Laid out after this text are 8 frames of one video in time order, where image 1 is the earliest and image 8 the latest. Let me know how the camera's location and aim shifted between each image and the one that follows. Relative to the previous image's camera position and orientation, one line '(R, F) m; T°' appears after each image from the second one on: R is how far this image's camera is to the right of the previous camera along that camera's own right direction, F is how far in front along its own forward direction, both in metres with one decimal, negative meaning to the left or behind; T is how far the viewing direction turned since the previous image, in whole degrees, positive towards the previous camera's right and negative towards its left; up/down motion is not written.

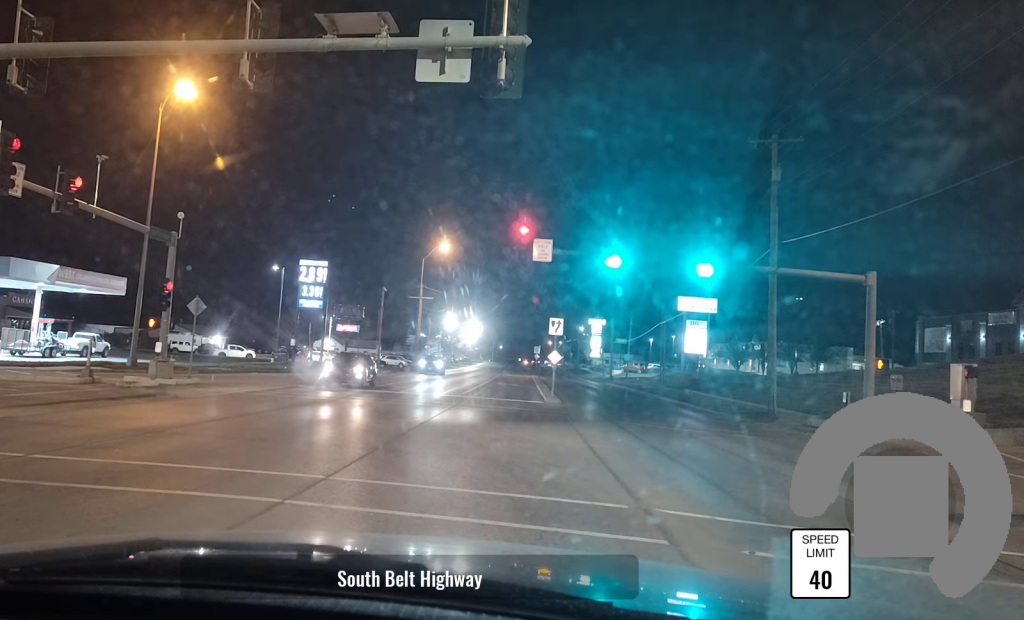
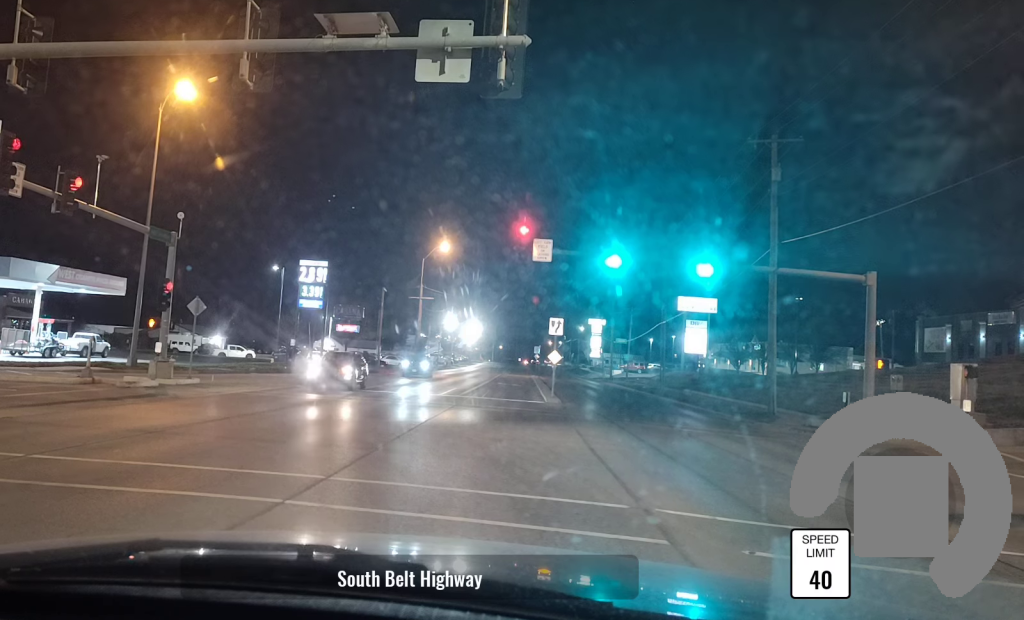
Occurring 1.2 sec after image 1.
(0.0, 0.0) m; 0°
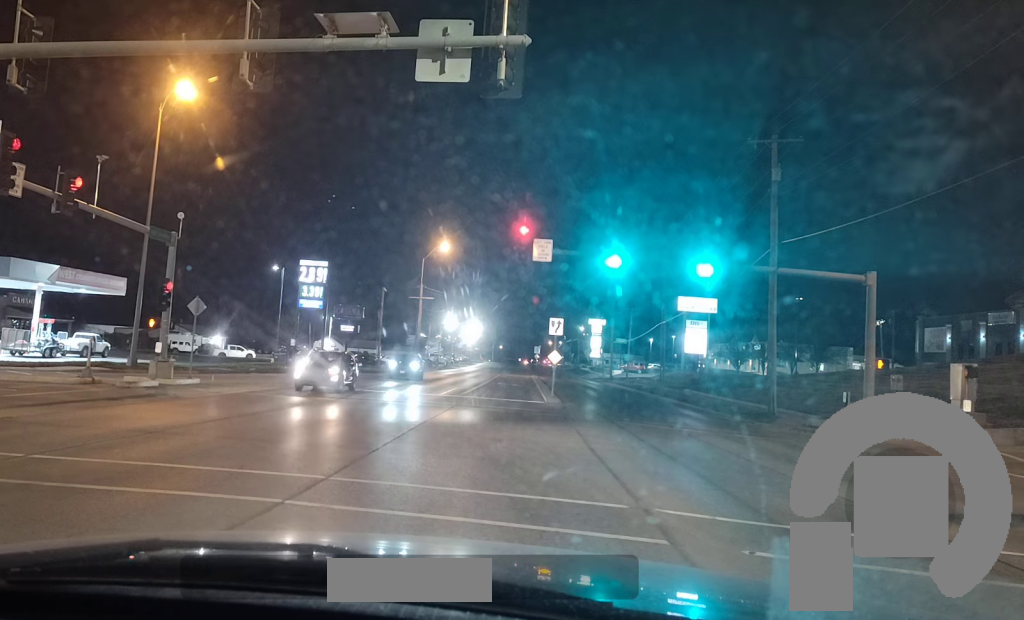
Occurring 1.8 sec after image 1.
(0.0, 0.0) m; 0°
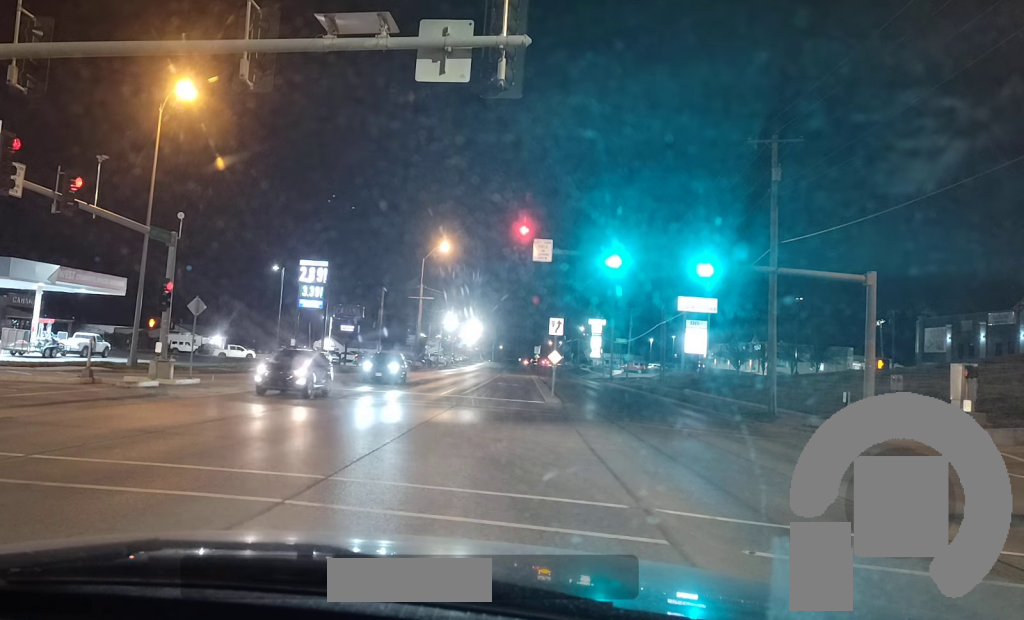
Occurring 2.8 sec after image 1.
(0.0, 0.0) m; 0°
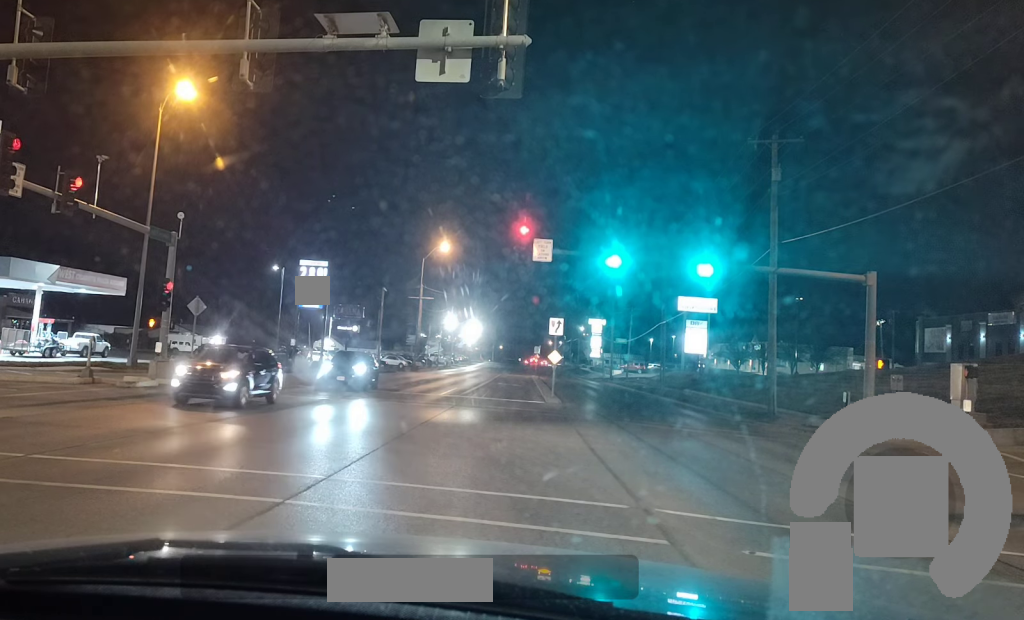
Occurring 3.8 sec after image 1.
(0.0, 0.0) m; 0°
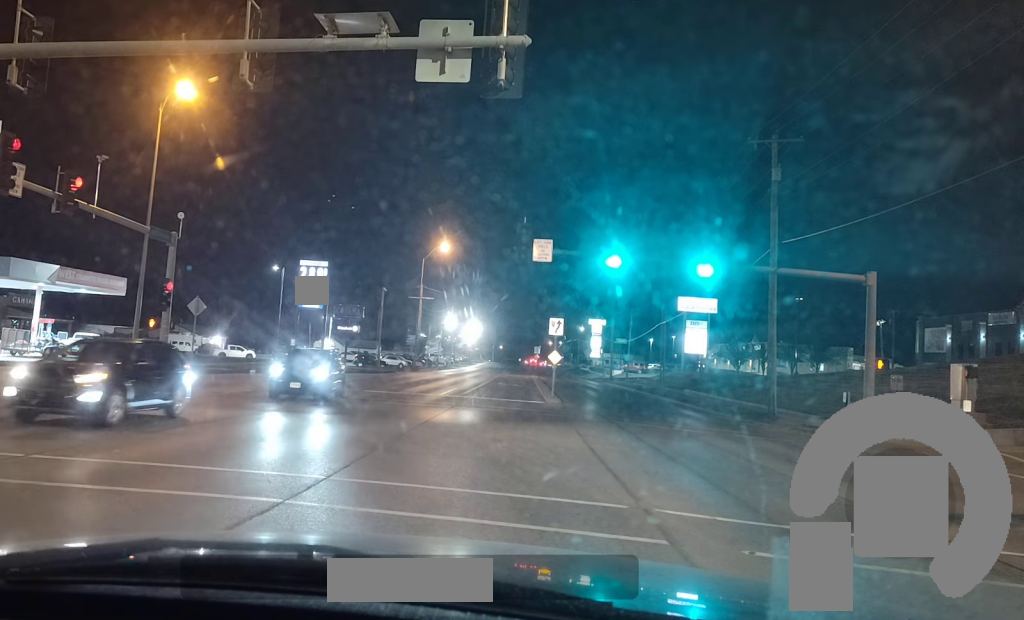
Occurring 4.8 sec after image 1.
(0.0, 0.0) m; 0°
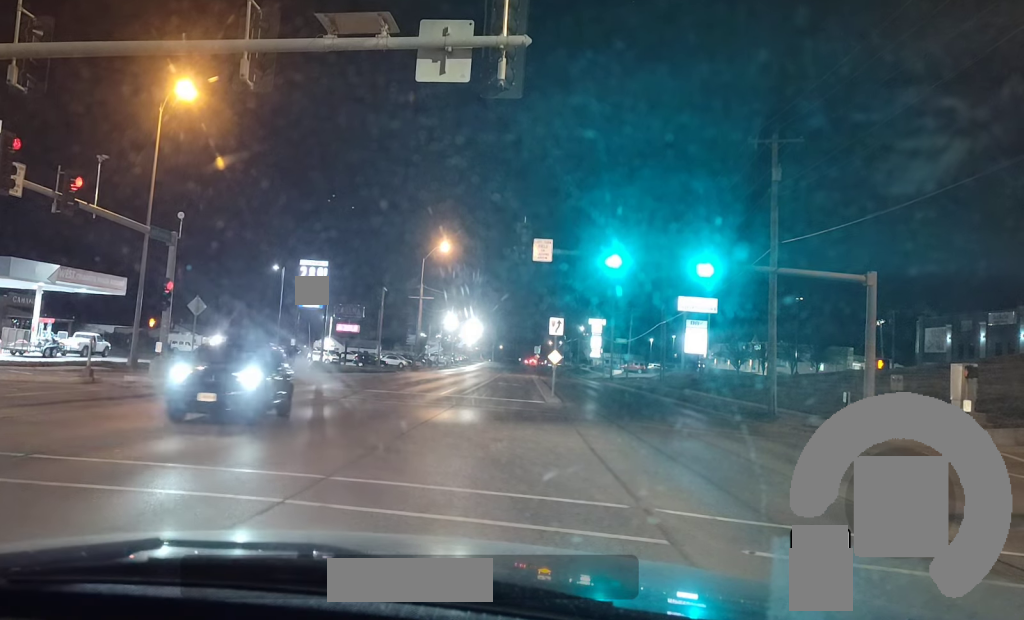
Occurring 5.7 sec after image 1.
(0.0, 0.0) m; 0°
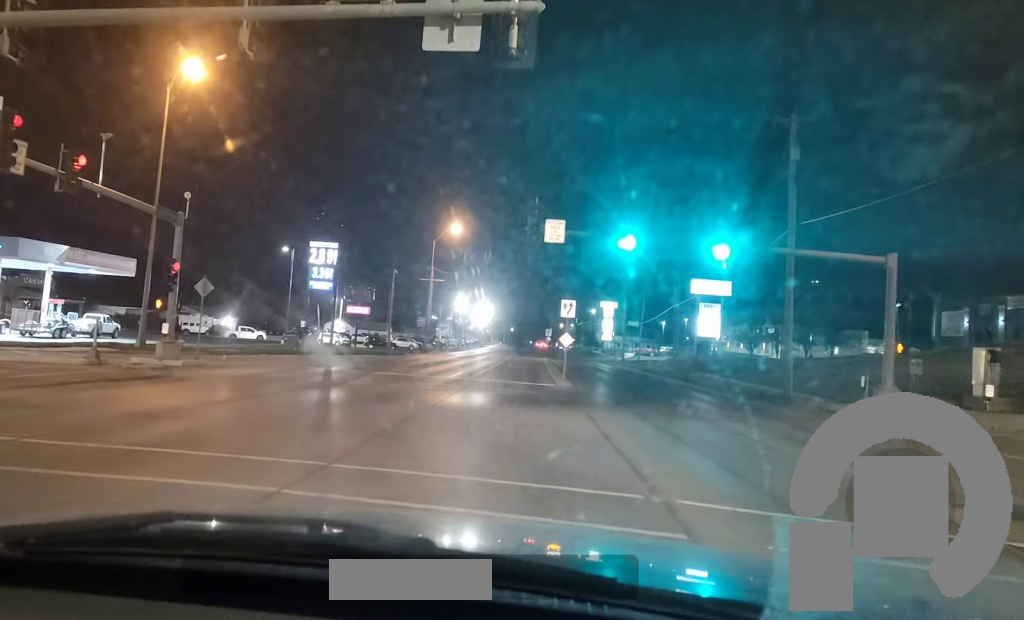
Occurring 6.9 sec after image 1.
(+0.2, +1.0) m; 0°
